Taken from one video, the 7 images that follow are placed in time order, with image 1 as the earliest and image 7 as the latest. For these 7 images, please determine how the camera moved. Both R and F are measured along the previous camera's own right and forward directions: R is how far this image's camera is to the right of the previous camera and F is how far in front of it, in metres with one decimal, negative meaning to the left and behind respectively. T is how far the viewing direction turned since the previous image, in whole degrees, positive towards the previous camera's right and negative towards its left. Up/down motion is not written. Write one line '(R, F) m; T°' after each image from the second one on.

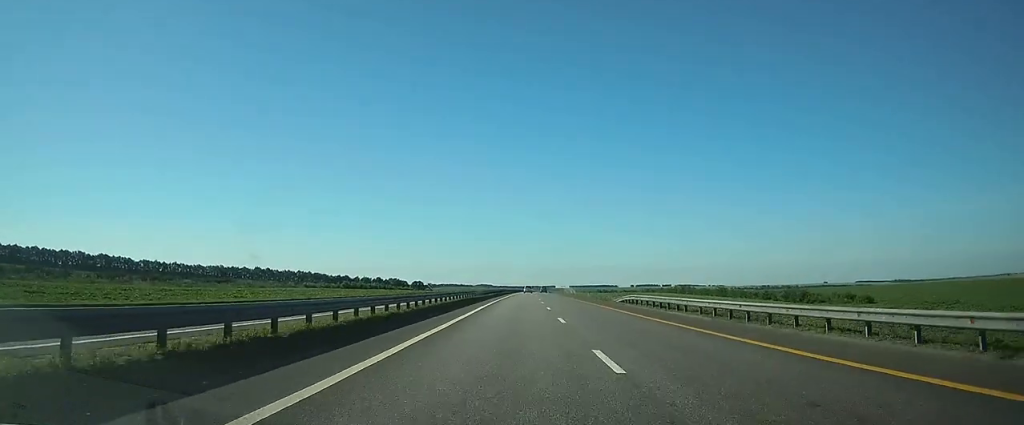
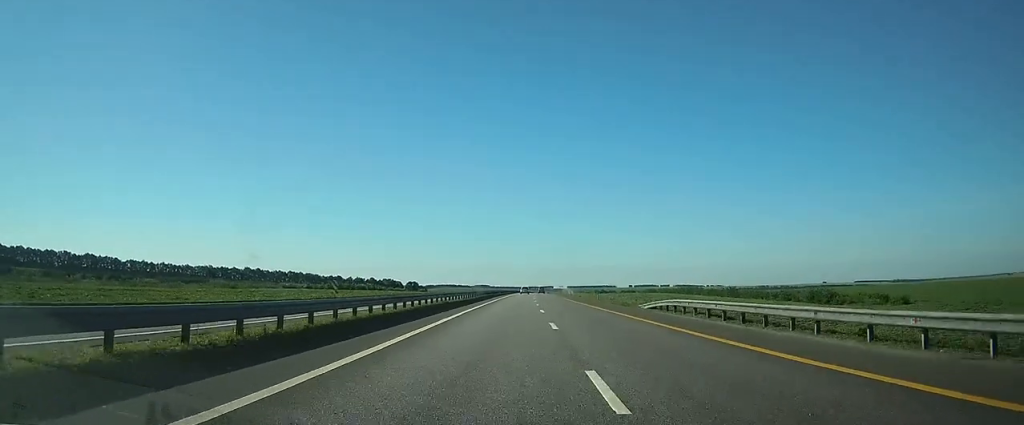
(0.0, +14.7) m; 0°
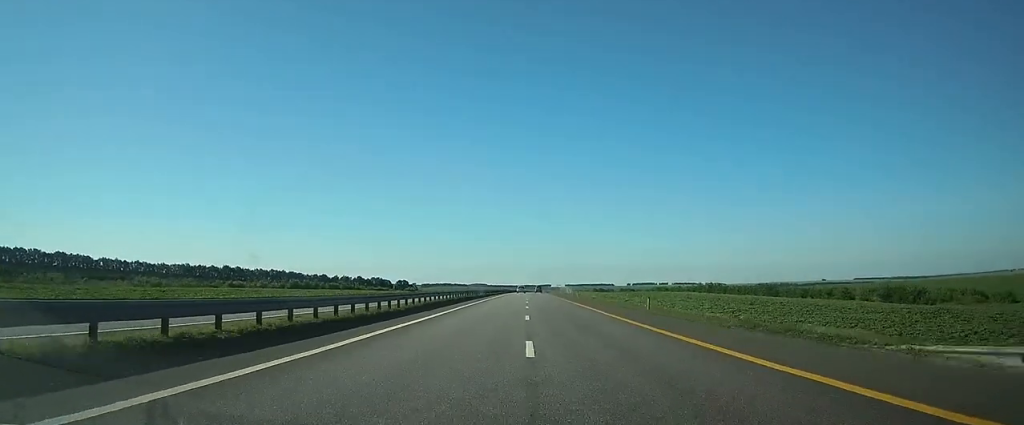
(+0.2, +31.4) m; 0°
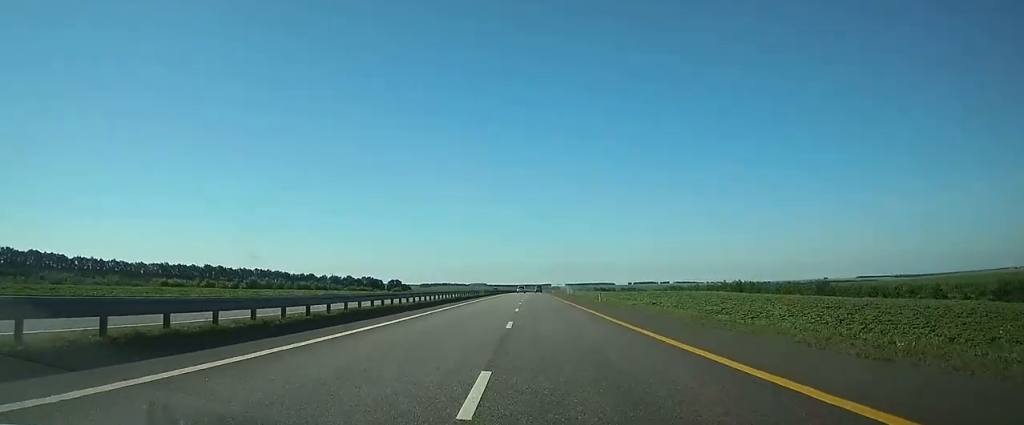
(0.0, +29.1) m; 0°
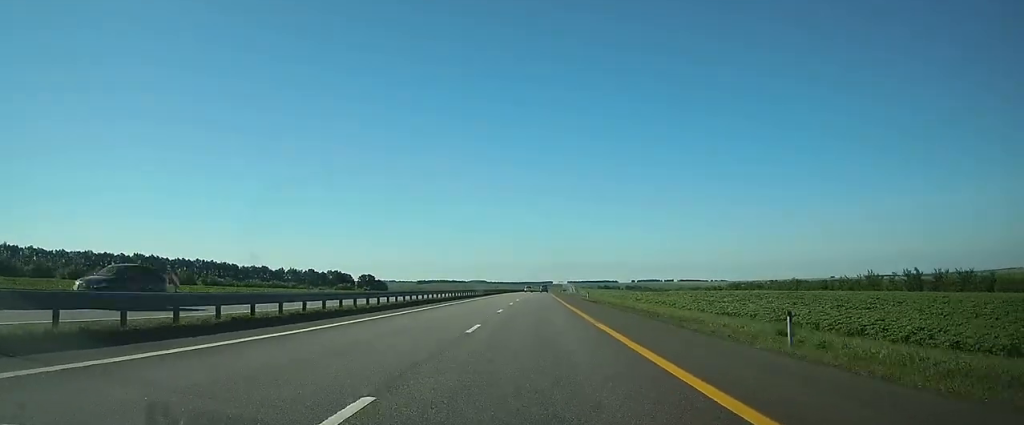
(+0.1, +87.1) m; 0°
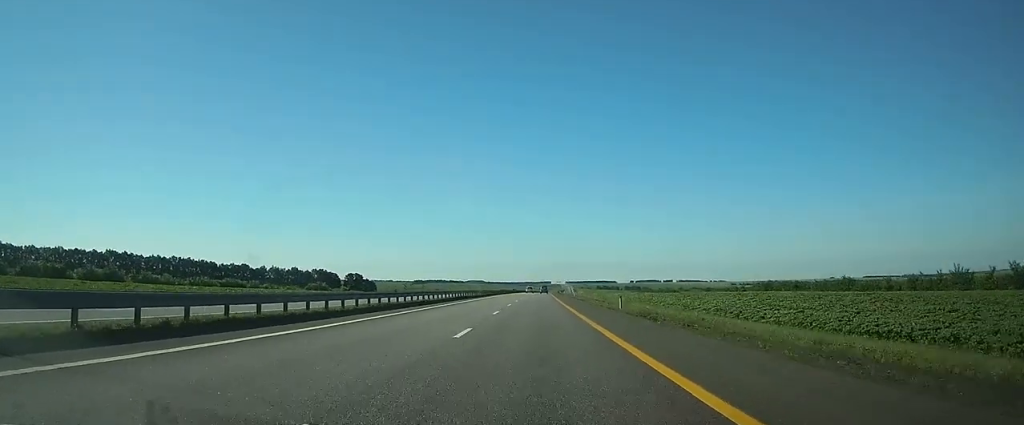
(0.0, +25.8) m; 0°
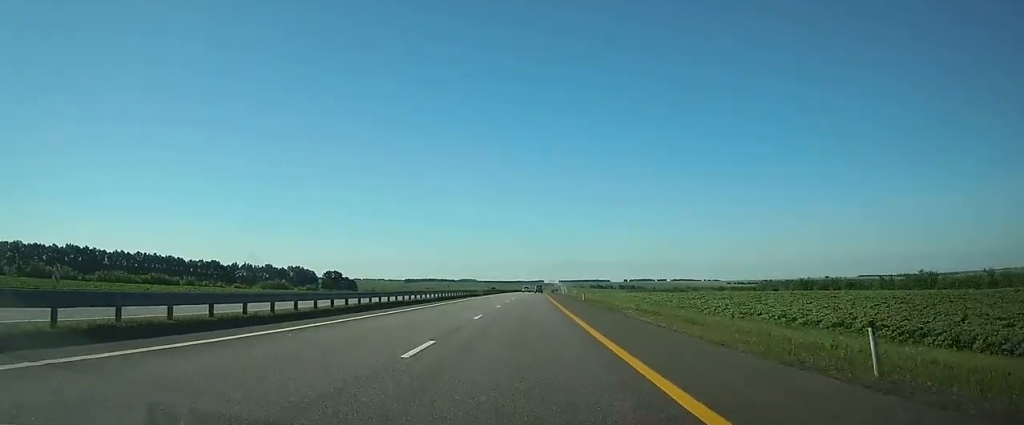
(0.0, +28.6) m; 0°
